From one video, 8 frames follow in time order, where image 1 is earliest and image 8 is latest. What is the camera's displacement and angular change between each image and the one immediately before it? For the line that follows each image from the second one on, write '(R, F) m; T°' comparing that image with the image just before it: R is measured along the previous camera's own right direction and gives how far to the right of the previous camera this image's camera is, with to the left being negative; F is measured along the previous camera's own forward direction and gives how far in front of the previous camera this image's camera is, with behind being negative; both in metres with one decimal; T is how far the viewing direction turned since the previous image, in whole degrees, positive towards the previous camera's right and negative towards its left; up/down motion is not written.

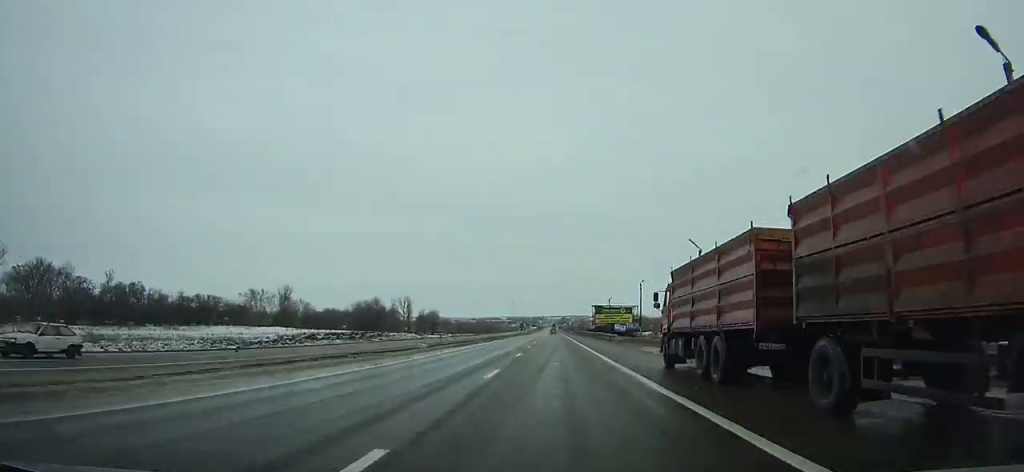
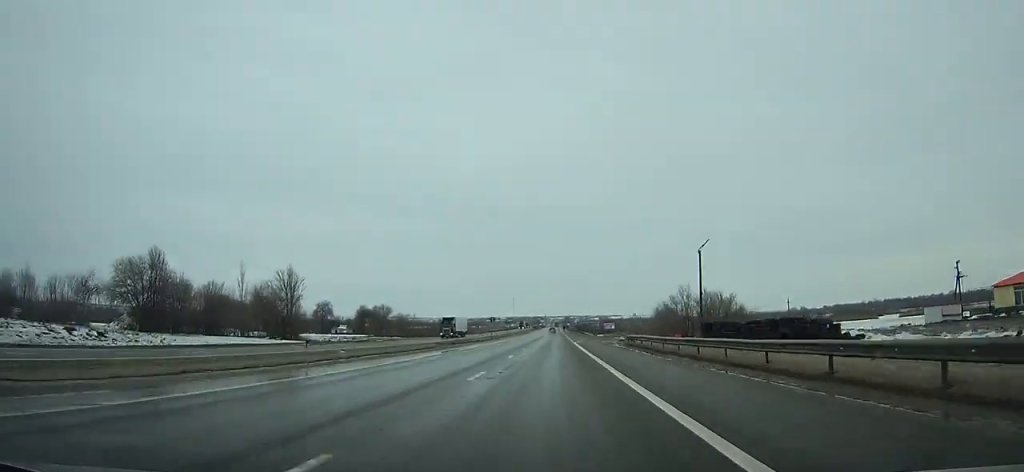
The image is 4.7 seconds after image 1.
(+0.2, +120.0) m; 0°
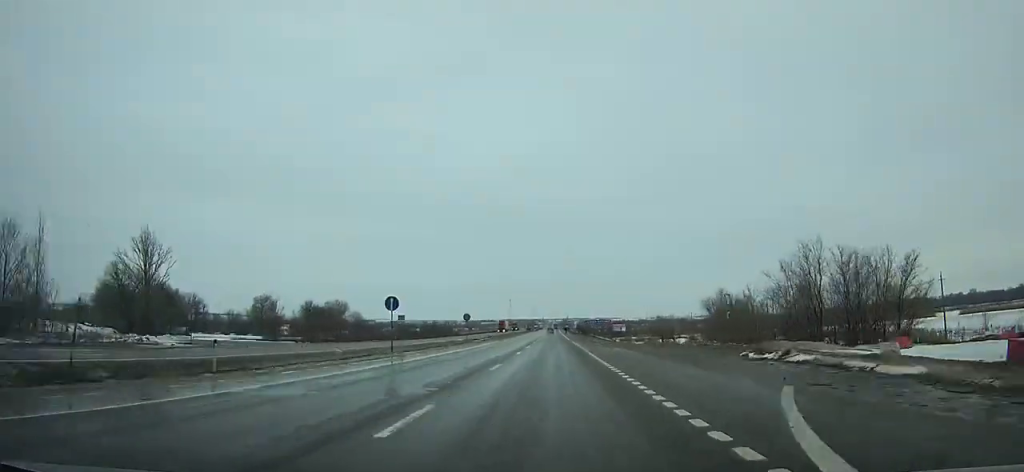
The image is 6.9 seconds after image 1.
(-0.1, +54.9) m; 0°
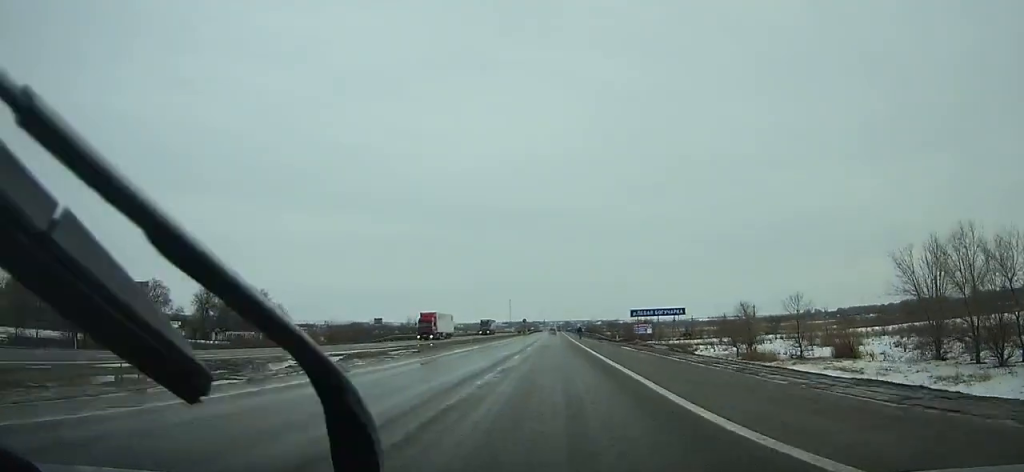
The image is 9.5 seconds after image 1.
(-0.2, +63.7) m; 0°
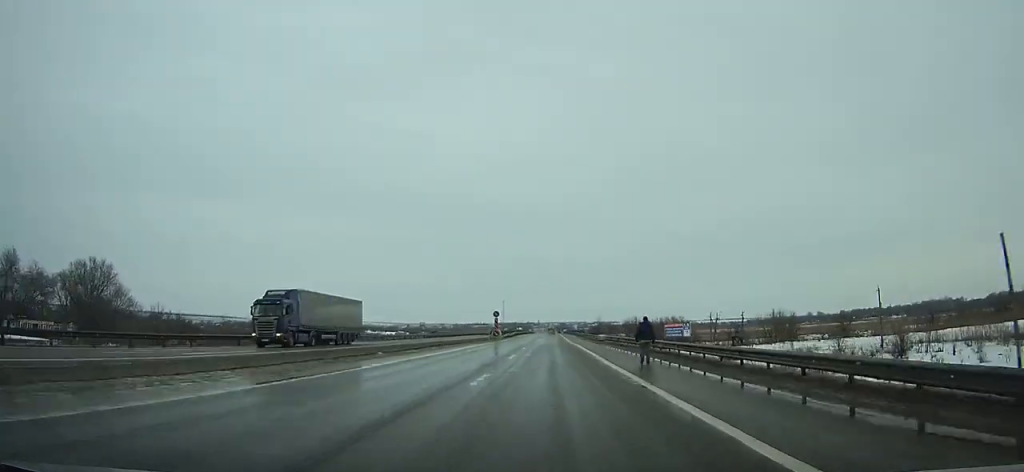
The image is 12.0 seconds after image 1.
(0.0, +60.2) m; 0°
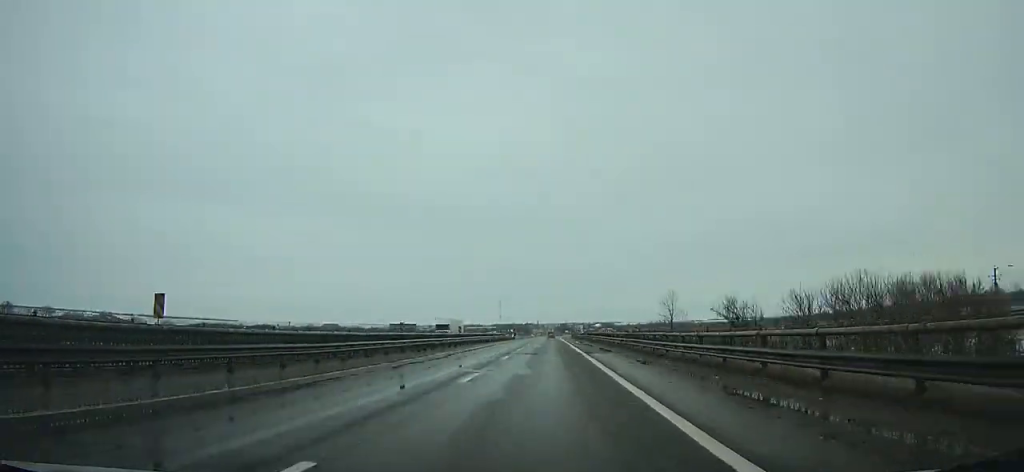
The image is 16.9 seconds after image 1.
(+0.3, +116.9) m; 0°
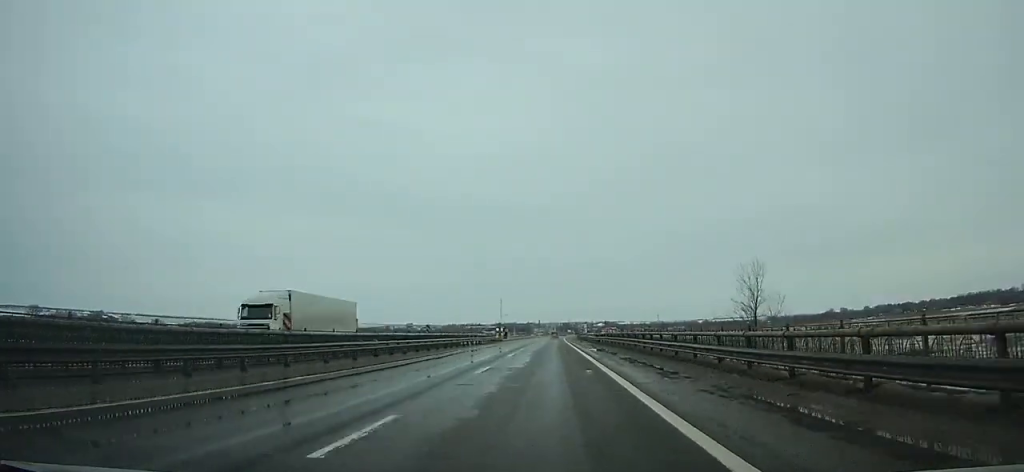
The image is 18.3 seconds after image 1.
(0.0, +33.3) m; 0°
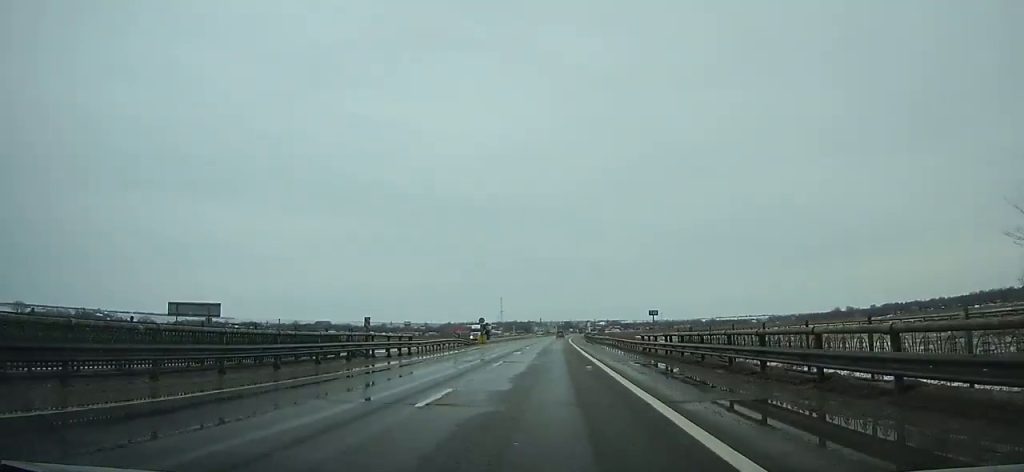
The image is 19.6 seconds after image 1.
(0.0, +31.1) m; 0°
